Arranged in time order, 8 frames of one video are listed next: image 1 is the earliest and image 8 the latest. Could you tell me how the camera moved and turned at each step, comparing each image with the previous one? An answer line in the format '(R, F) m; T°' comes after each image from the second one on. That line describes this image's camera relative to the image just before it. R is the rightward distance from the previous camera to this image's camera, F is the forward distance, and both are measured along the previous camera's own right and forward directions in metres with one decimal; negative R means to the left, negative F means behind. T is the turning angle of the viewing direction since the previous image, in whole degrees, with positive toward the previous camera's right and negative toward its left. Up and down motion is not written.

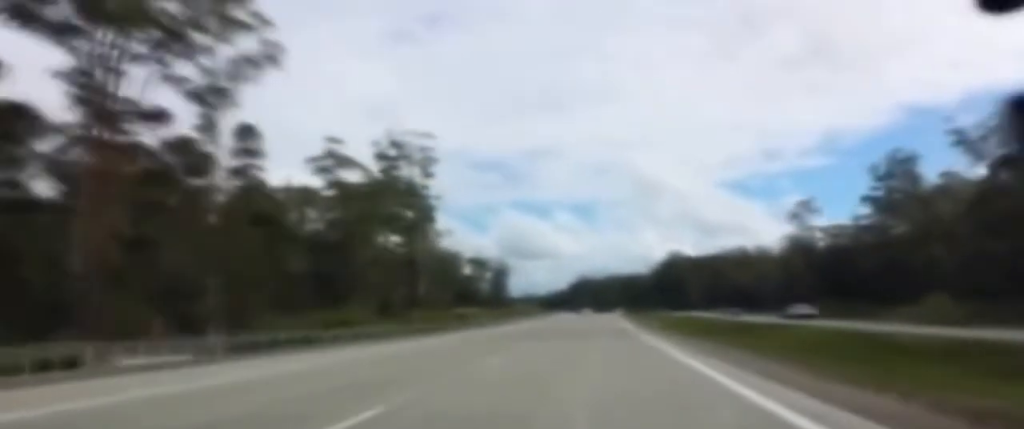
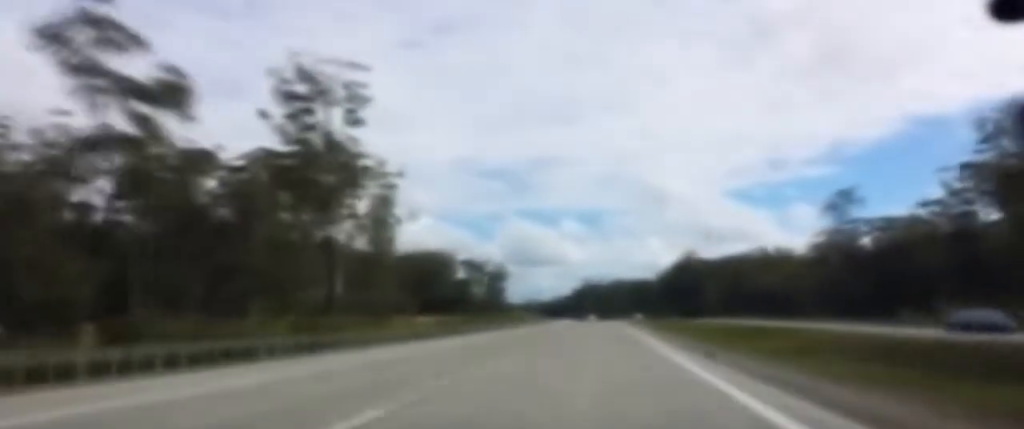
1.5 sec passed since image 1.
(-0.2, +44.0) m; 0°
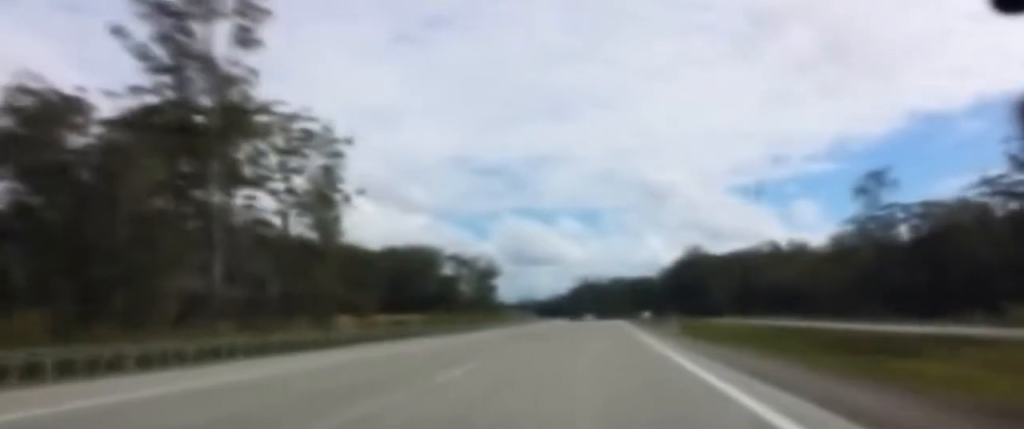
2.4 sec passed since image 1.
(0.0, +26.9) m; 0°
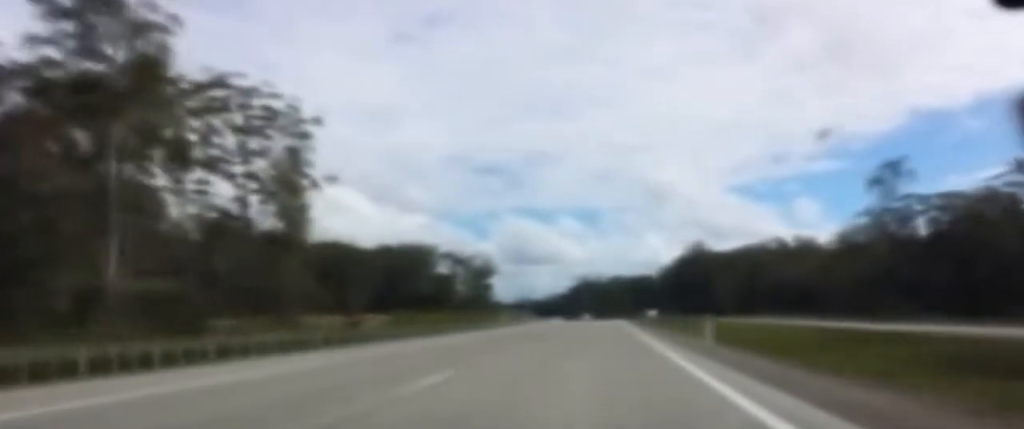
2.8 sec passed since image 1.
(-0.1, +13.0) m; 0°
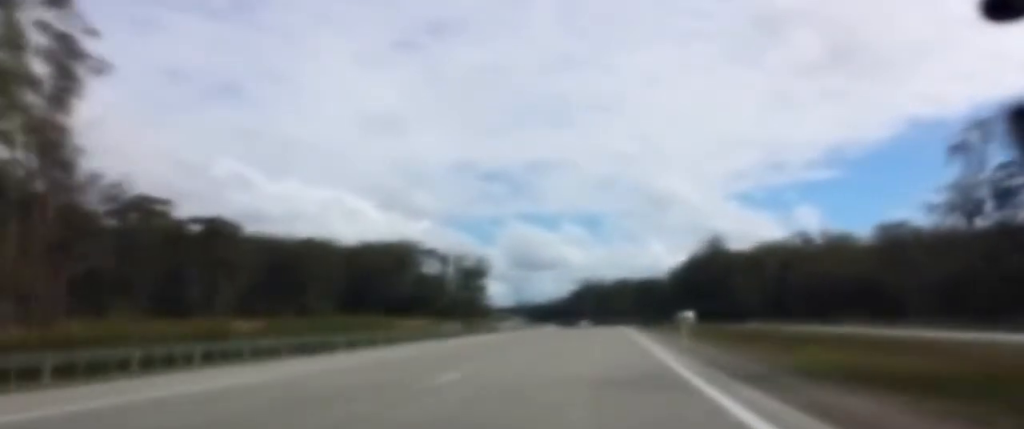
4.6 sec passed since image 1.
(0.0, +54.2) m; 0°
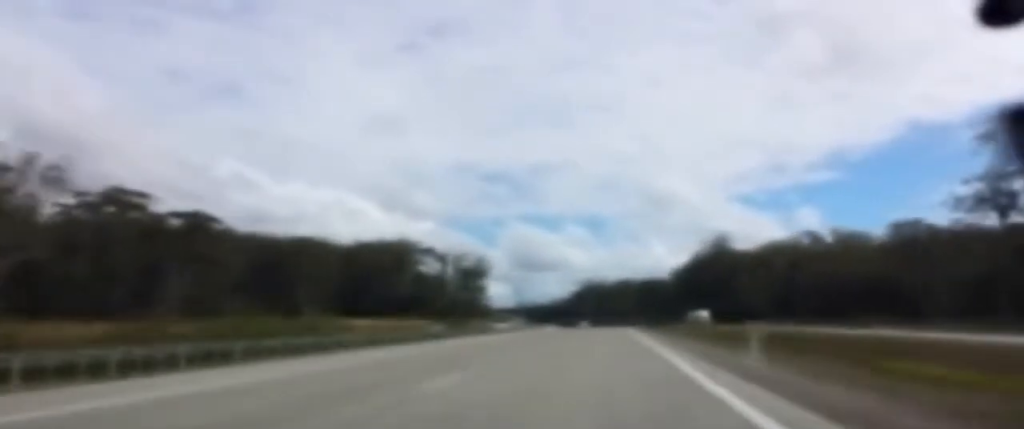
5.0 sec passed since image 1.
(0.0, +13.1) m; 0°
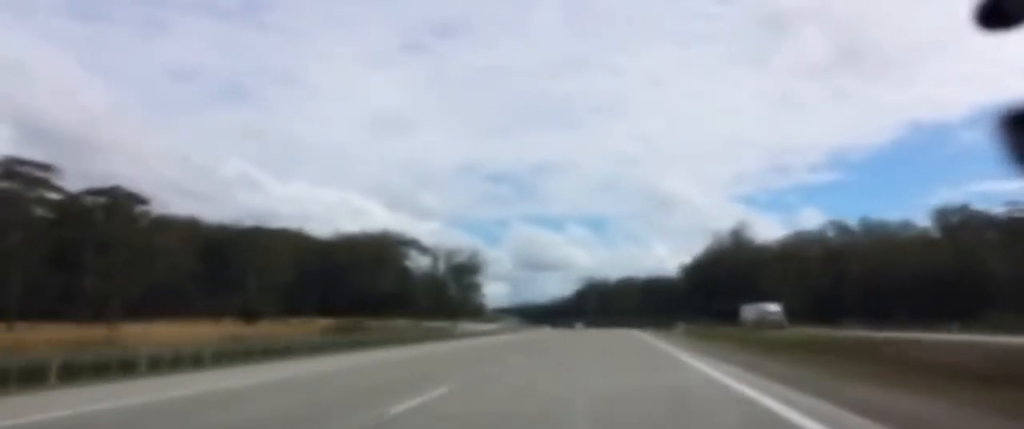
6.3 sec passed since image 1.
(-0.4, +37.3) m; -1°
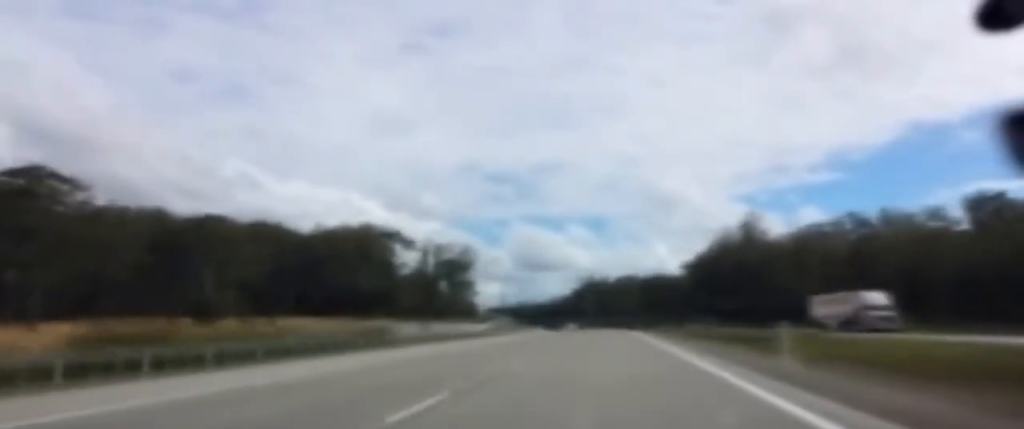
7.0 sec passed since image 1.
(-0.2, +23.1) m; 0°
